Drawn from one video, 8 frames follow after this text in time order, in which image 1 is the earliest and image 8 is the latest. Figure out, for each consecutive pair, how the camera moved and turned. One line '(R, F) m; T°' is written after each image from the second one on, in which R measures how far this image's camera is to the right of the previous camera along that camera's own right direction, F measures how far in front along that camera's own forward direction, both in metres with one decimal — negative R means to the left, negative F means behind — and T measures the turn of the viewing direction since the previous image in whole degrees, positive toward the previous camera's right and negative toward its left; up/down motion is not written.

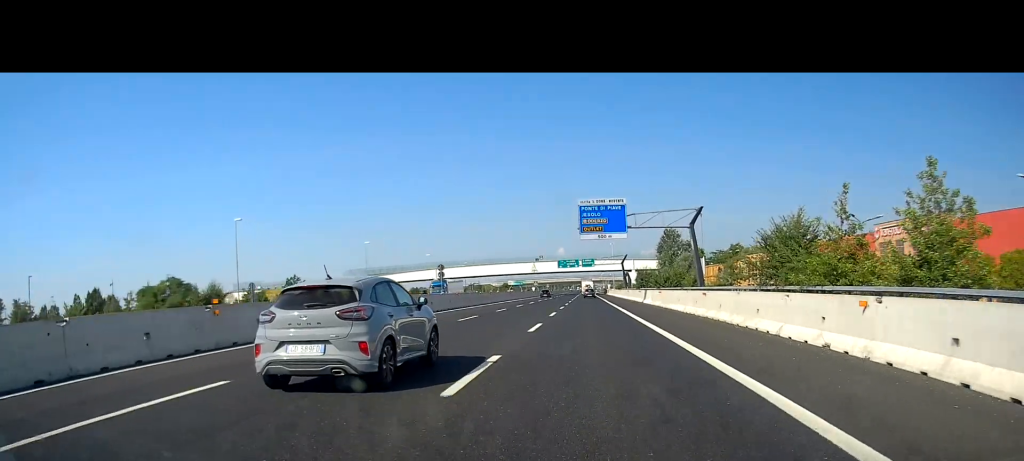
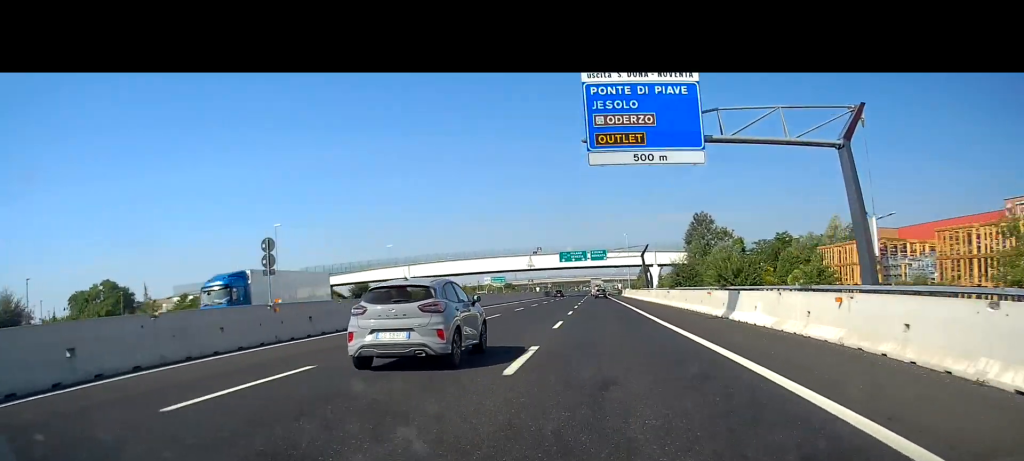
(-0.3, +33.4) m; -1°
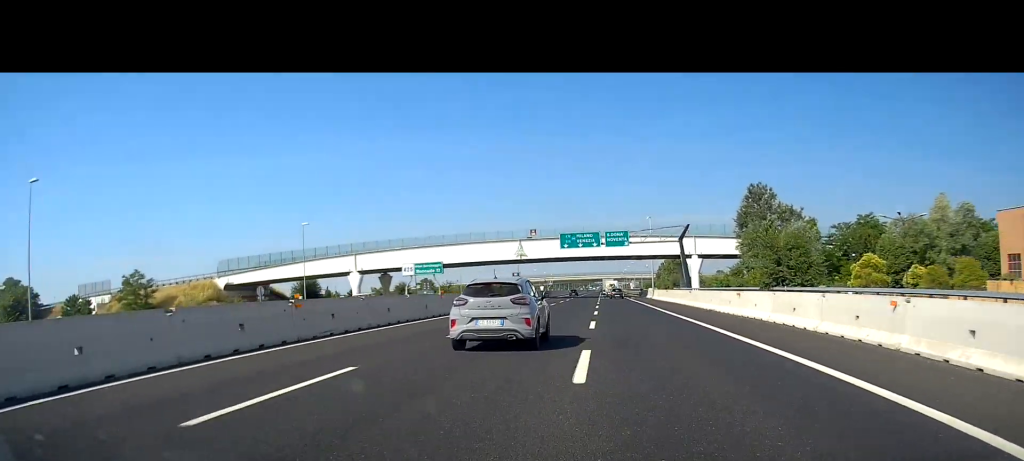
(+0.2, +37.0) m; 0°
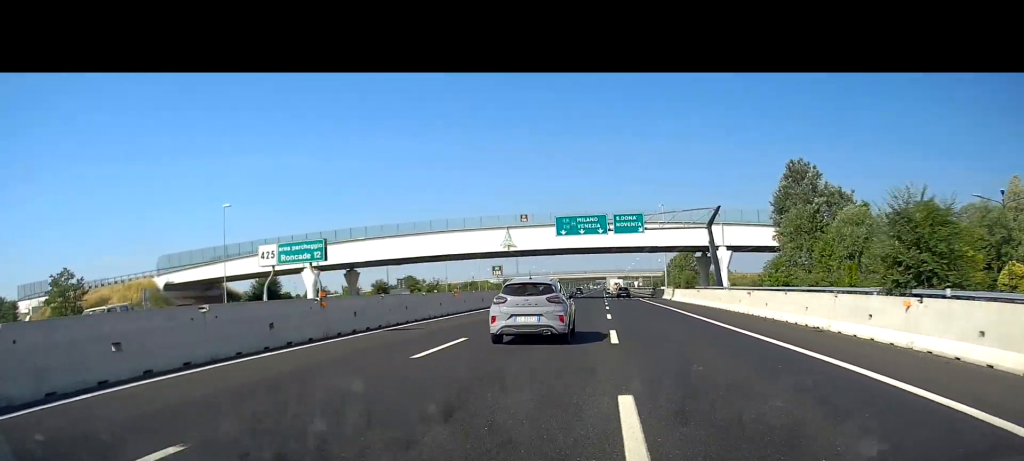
(-0.3, +17.6) m; 0°
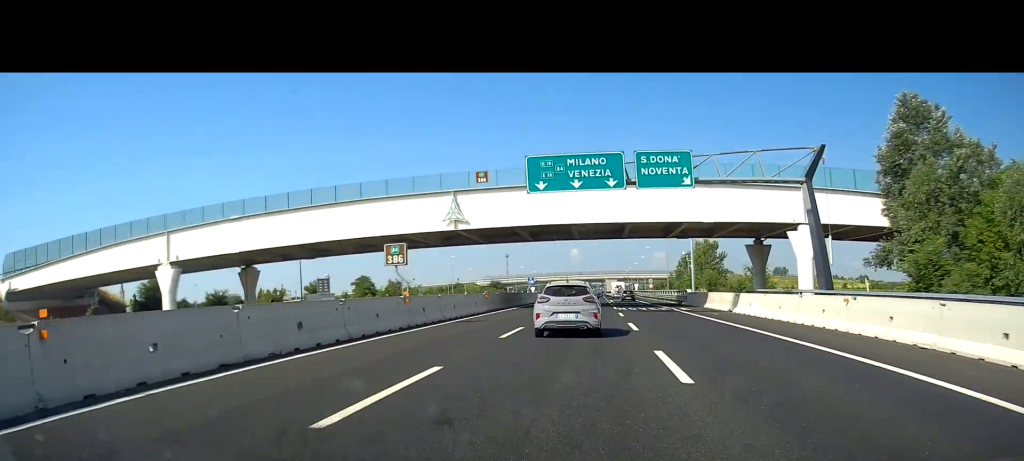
(+0.2, +29.9) m; +2°
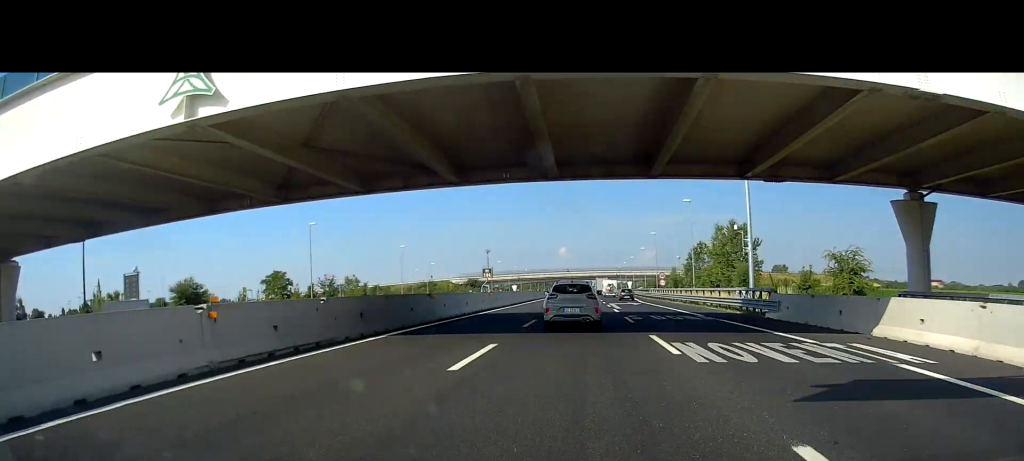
(+0.7, +31.7) m; +1°
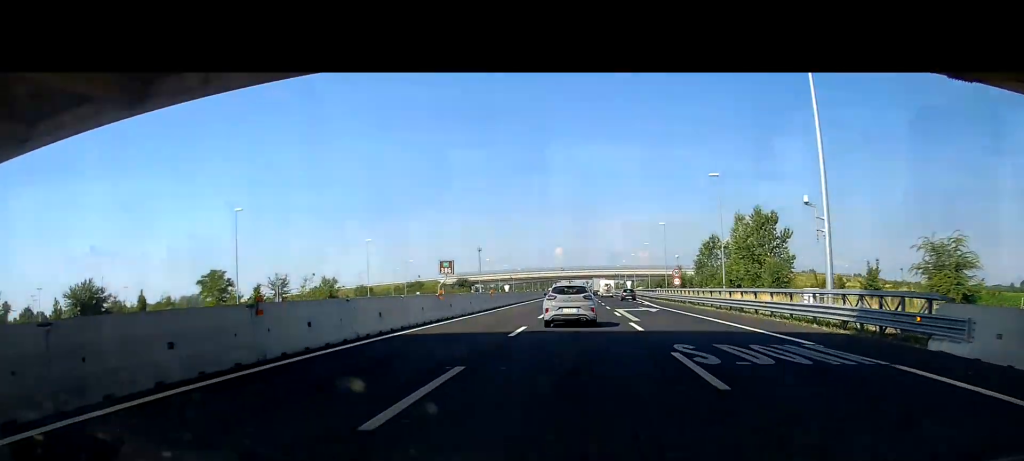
(-0.1, +15.9) m; 0°
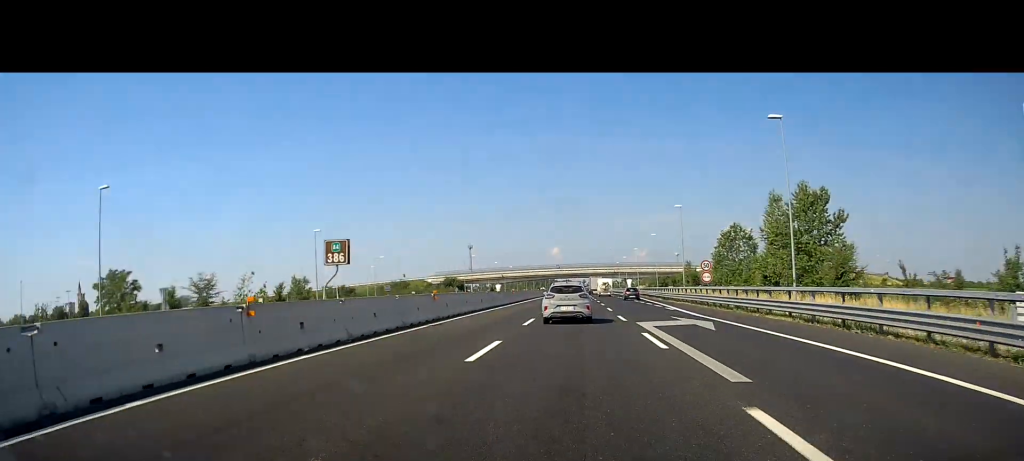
(-0.1, +17.7) m; 0°
